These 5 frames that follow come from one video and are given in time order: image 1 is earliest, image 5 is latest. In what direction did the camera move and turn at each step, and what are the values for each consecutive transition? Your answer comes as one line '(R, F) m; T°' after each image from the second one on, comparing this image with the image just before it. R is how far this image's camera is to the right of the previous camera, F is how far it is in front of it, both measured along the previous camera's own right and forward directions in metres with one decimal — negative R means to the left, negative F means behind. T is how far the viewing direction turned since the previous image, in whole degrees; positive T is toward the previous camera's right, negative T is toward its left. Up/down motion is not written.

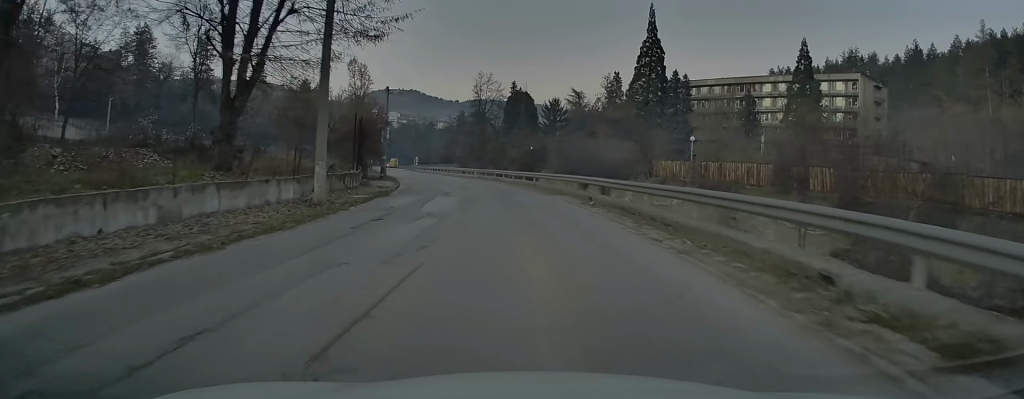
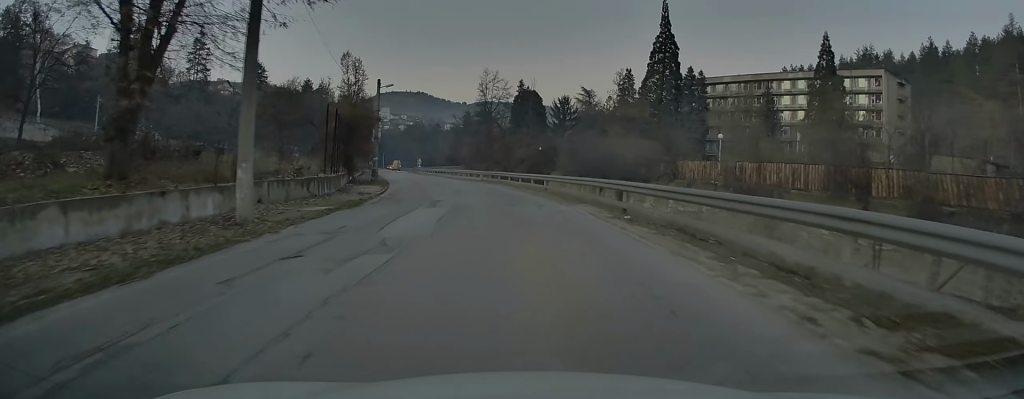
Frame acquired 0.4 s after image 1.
(+0.1, +6.2) m; -1°
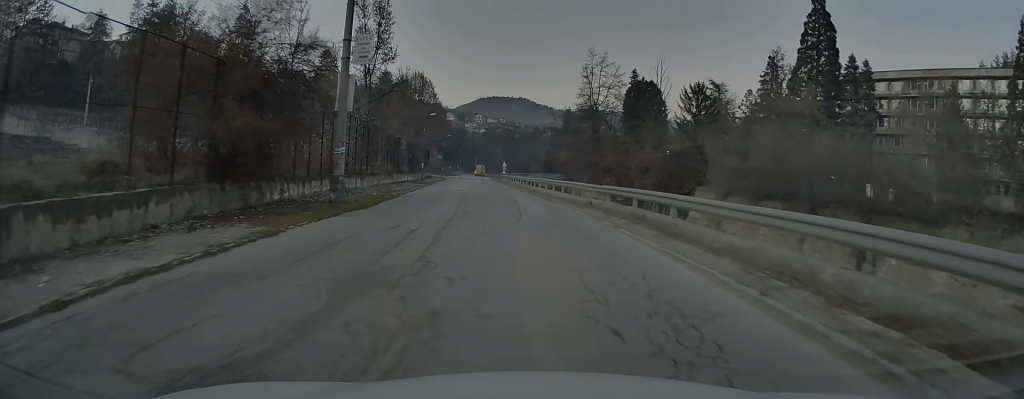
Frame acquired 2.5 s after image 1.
(-2.1, +29.3) m; -8°
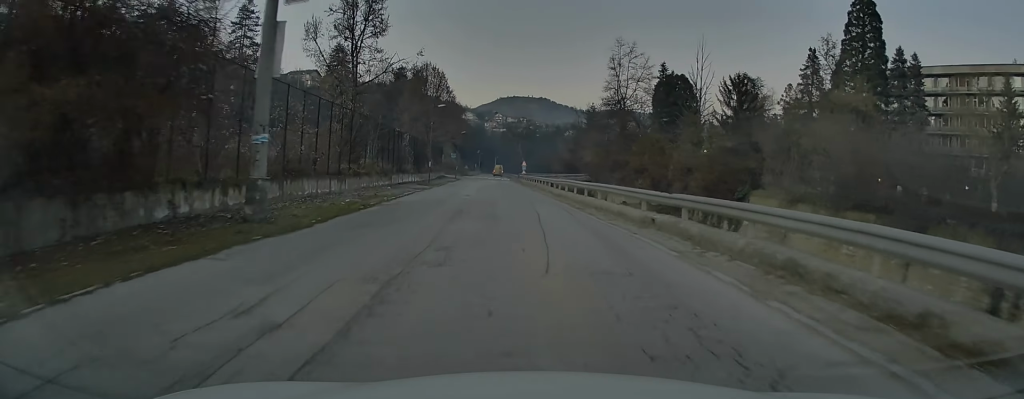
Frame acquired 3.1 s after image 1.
(-0.3, +8.4) m; -2°
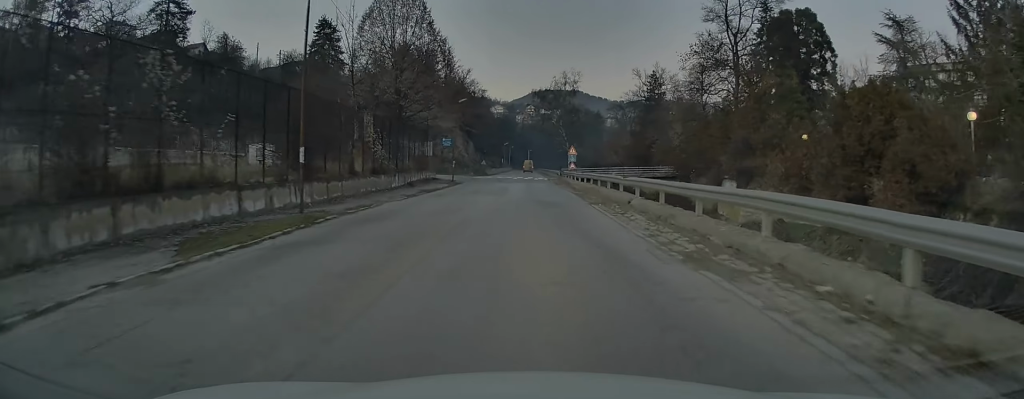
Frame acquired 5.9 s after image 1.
(-1.2, +38.9) m; -3°
